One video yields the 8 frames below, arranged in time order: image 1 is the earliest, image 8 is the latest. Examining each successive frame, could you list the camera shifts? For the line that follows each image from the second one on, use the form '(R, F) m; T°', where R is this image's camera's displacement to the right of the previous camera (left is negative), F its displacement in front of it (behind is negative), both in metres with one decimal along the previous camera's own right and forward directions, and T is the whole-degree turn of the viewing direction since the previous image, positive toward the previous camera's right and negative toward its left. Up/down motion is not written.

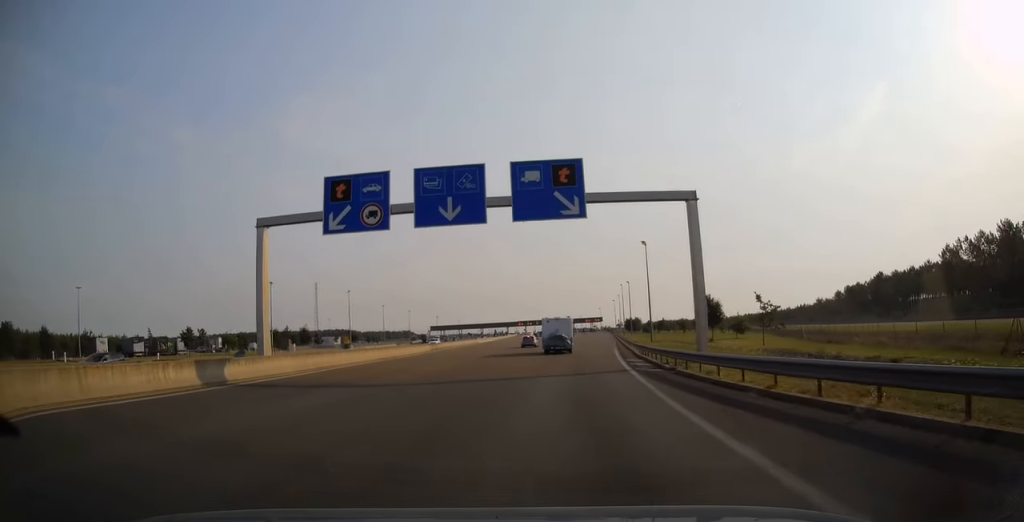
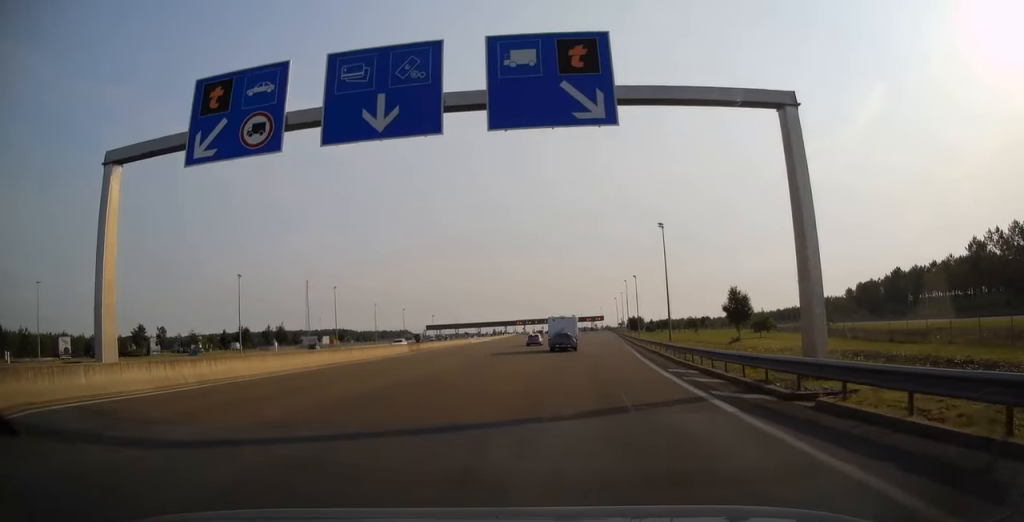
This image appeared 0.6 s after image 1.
(+0.1, +10.9) m; +1°
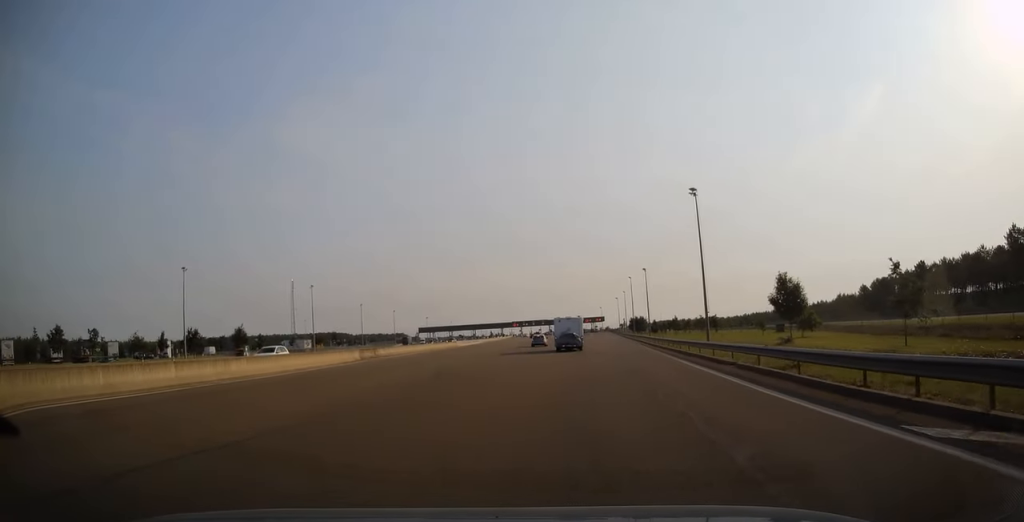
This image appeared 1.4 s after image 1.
(+0.1, +14.6) m; +1°
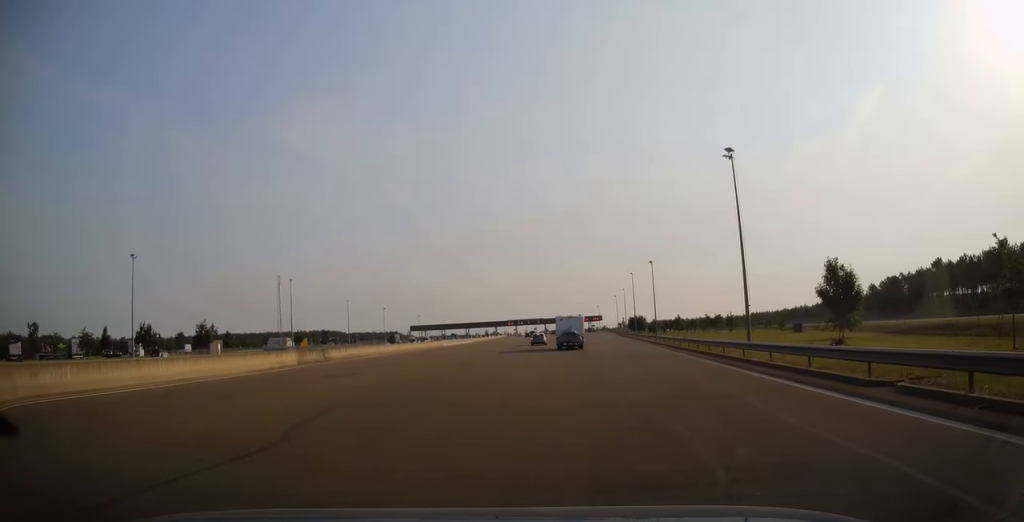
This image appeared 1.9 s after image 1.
(0.0, +10.2) m; 0°
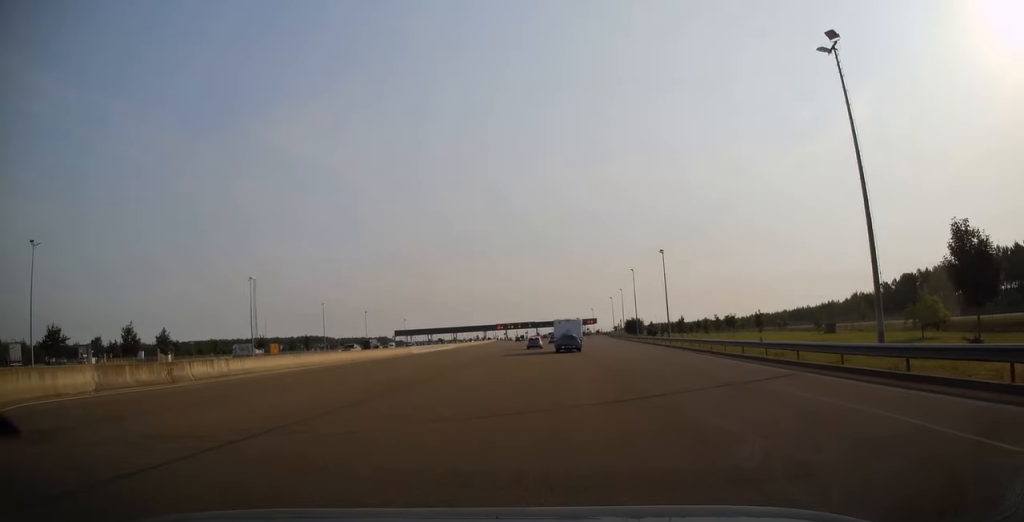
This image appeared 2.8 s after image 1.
(0.0, +15.7) m; 0°
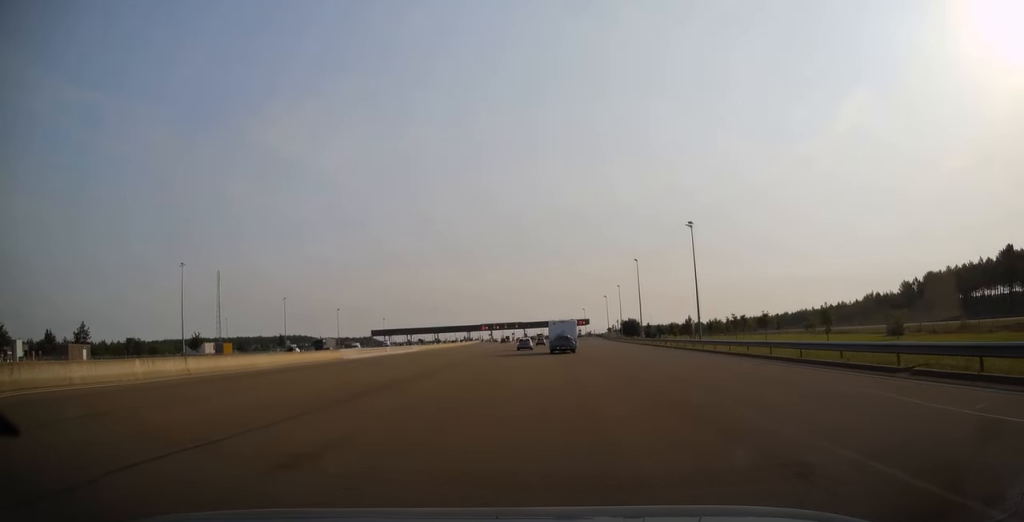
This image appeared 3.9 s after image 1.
(+0.1, +21.3) m; +1°
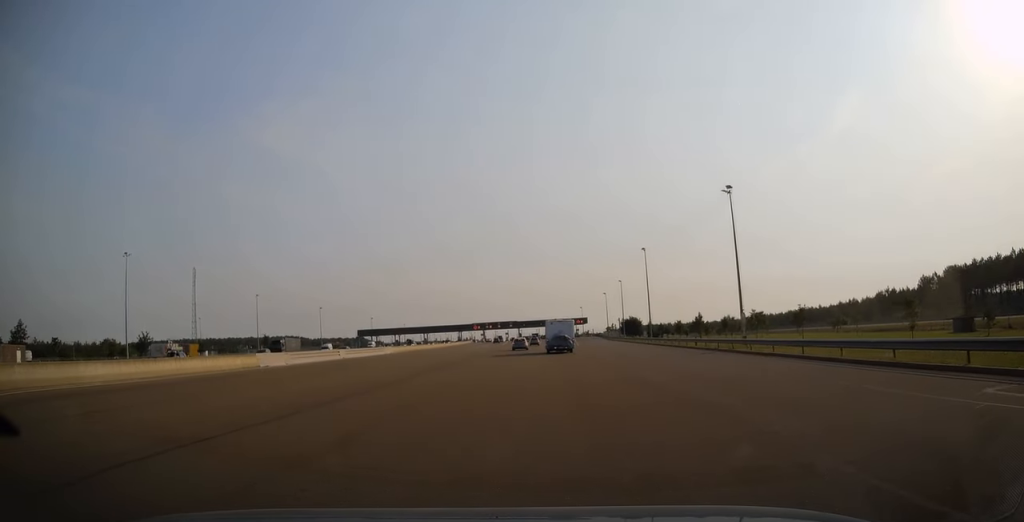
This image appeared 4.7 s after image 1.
(+0.1, +14.4) m; 0°
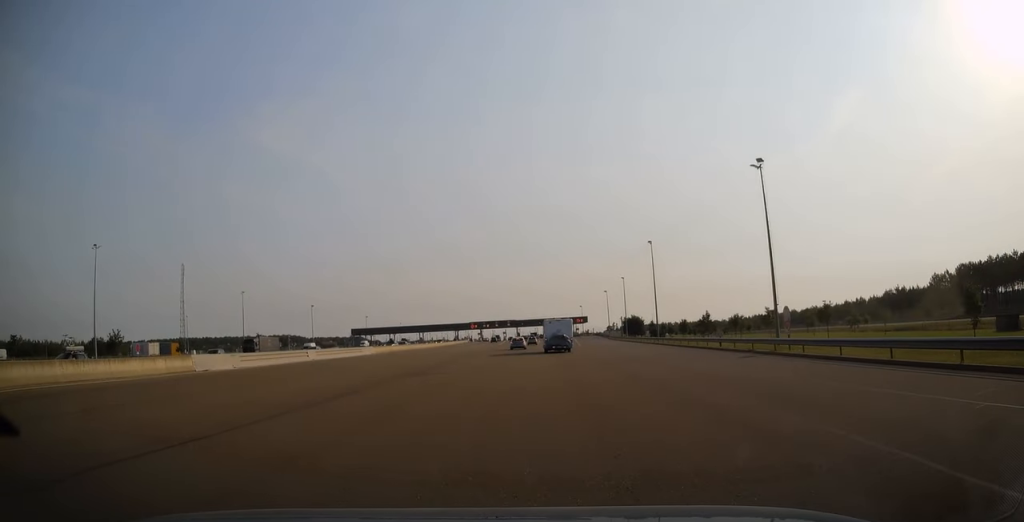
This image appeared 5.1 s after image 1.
(0.0, +7.2) m; 0°
